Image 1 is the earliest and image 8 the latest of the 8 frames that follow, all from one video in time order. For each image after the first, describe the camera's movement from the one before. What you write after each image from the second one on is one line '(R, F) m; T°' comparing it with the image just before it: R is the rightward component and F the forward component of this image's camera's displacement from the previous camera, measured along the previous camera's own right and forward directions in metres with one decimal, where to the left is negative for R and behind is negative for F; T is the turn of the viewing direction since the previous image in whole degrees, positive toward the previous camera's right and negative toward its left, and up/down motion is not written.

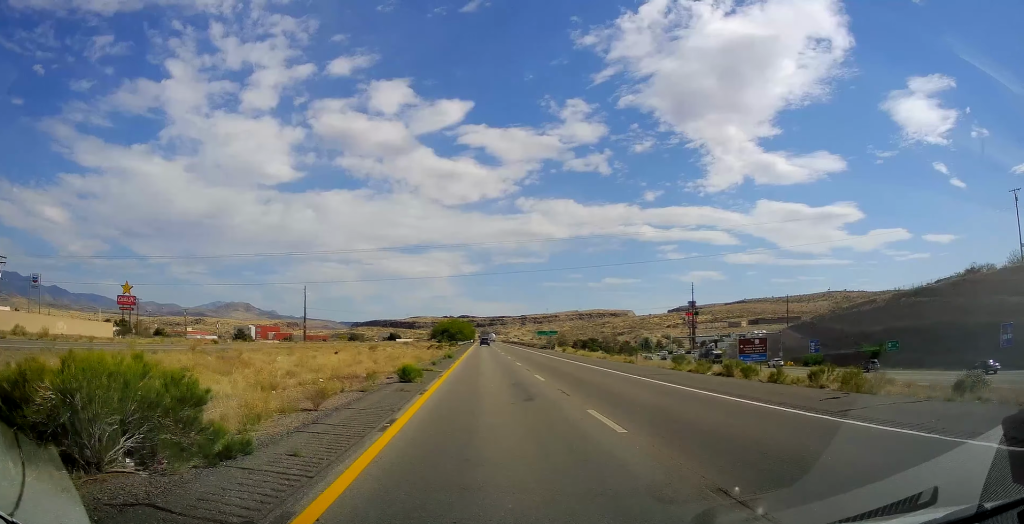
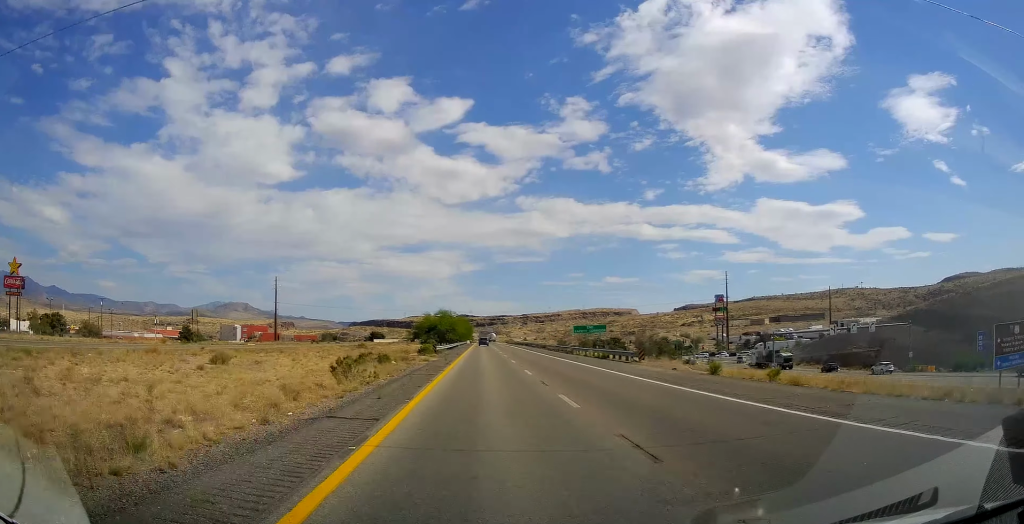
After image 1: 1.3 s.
(+0.2, +45.7) m; 0°
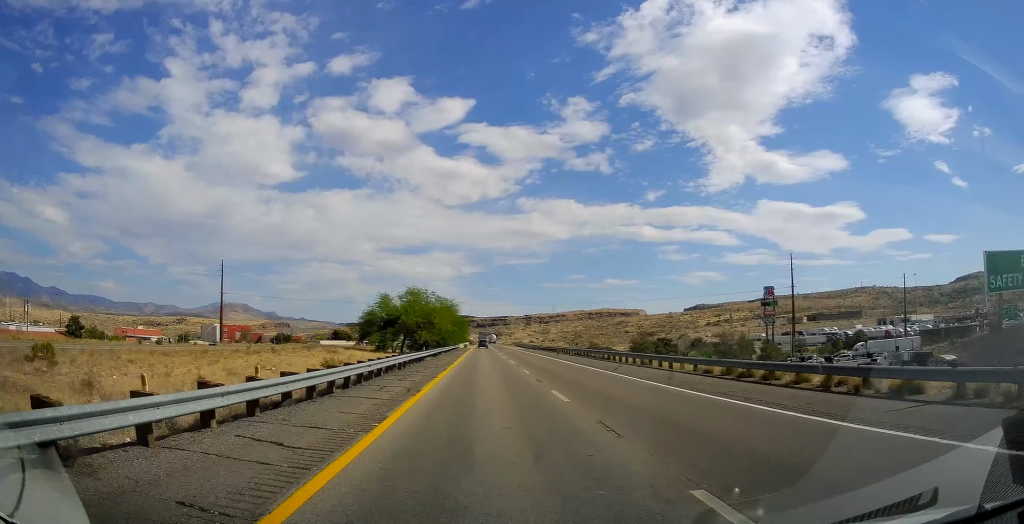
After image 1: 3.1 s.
(+0.7, +60.1) m; +1°
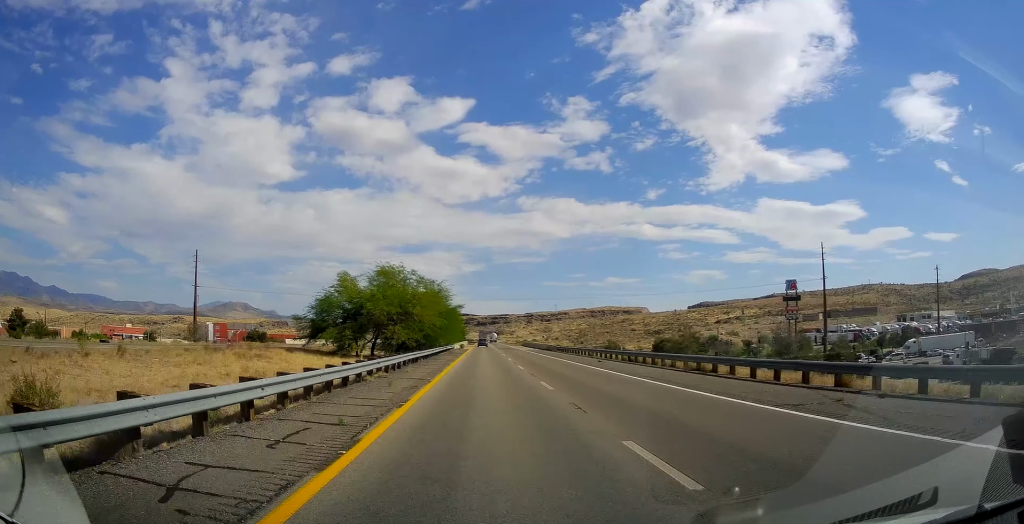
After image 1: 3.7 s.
(-0.4, +21.5) m; 0°
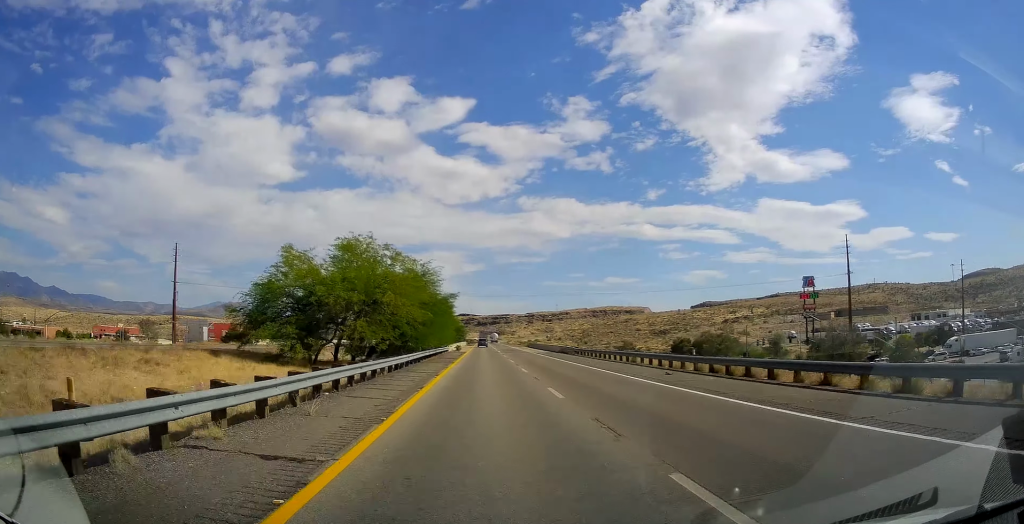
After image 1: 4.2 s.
(-0.4, +14.7) m; 0°
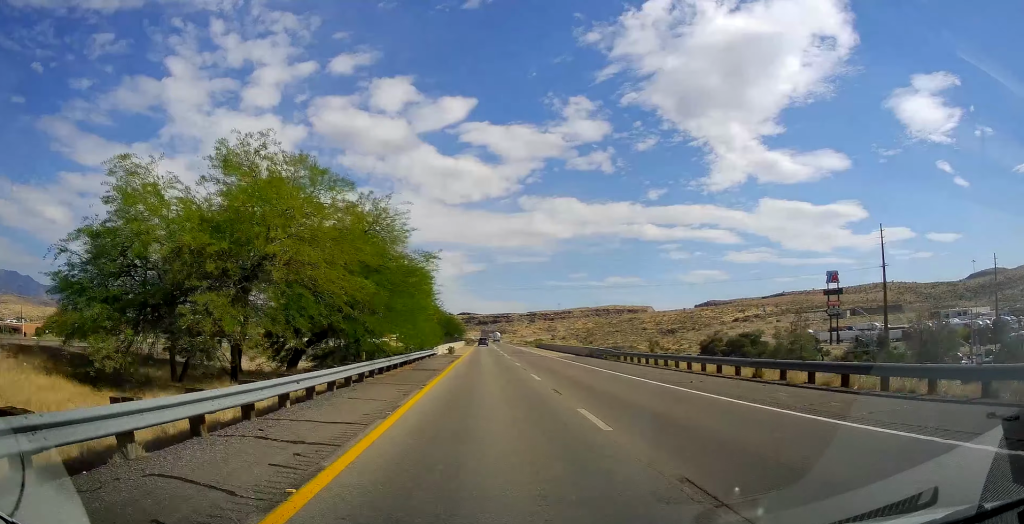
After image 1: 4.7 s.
(+0.5, +18.0) m; 0°
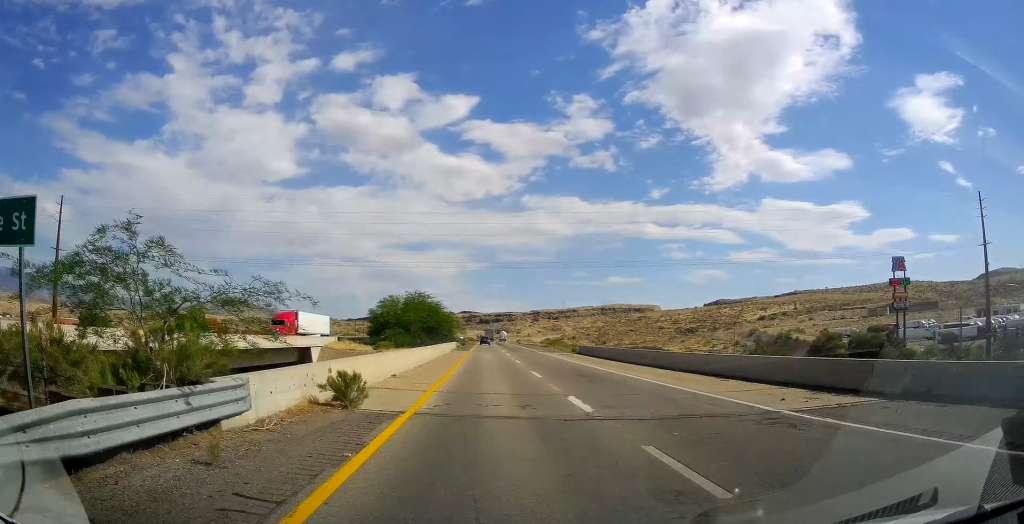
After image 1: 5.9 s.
(-0.2, +41.6) m; -1°
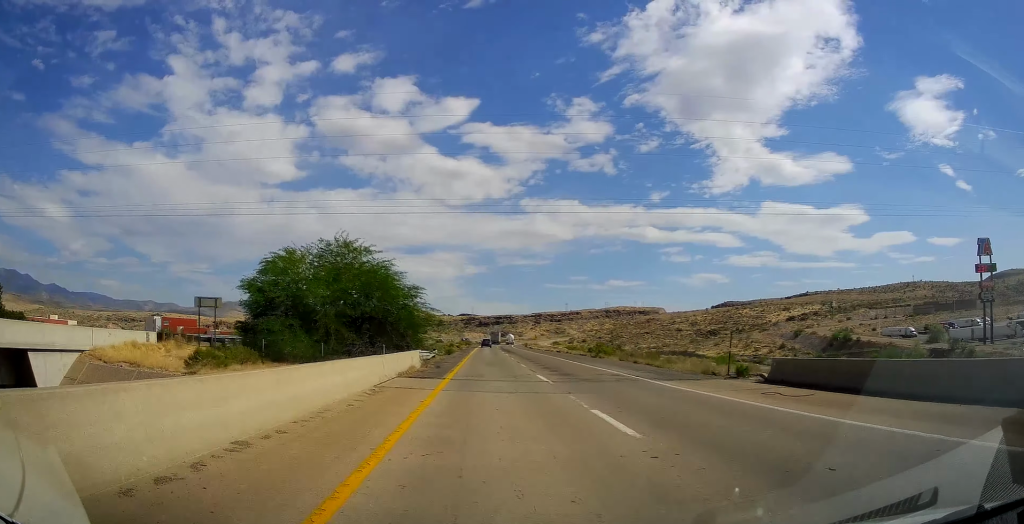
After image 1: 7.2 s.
(-0.2, +42.6) m; 0°
